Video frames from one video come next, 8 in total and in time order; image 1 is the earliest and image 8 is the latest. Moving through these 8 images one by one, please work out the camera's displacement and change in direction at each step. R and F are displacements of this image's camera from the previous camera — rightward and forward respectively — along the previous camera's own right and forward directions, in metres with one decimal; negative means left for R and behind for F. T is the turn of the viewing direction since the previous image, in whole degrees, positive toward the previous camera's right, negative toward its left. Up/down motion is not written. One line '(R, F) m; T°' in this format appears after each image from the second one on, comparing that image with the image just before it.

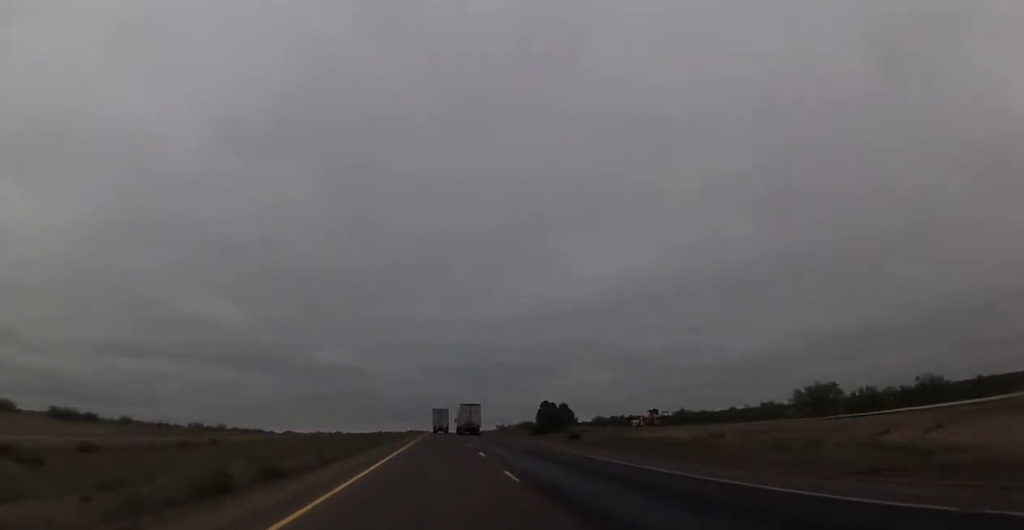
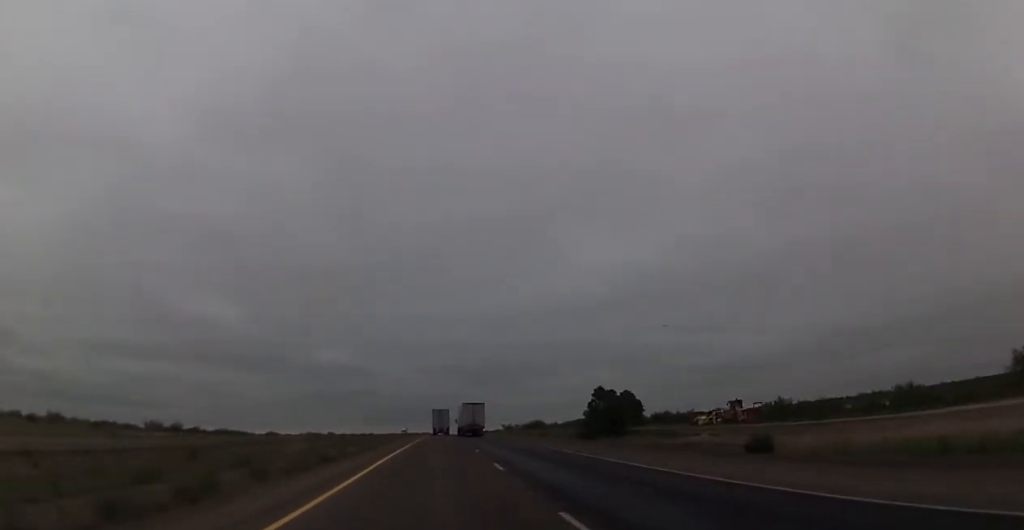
(+0.3, +33.0) m; 0°
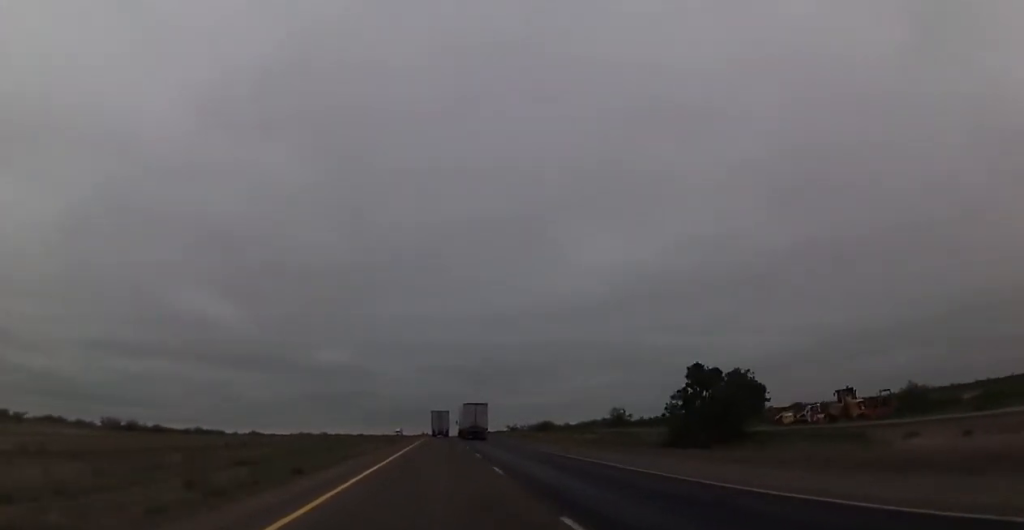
(-0.1, +24.3) m; 0°
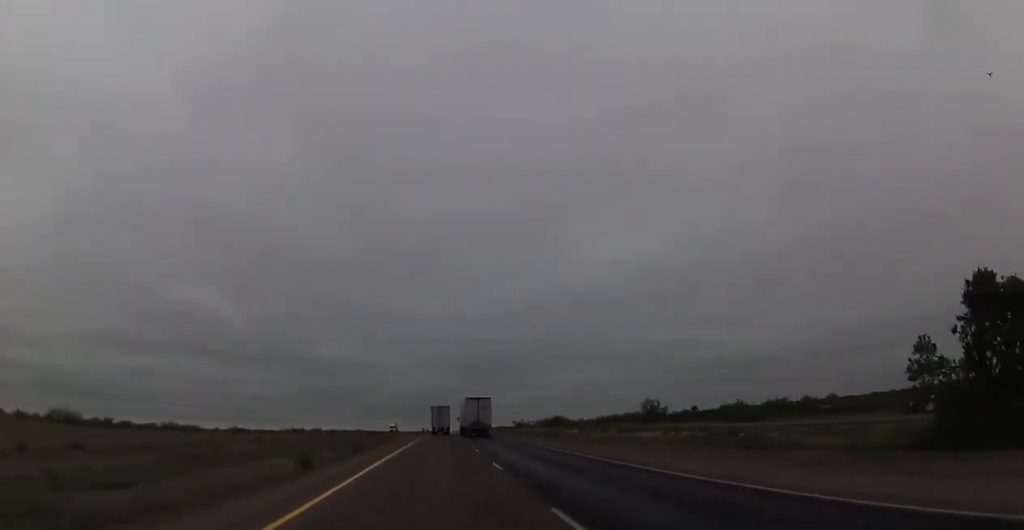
(-0.1, +23.1) m; 0°
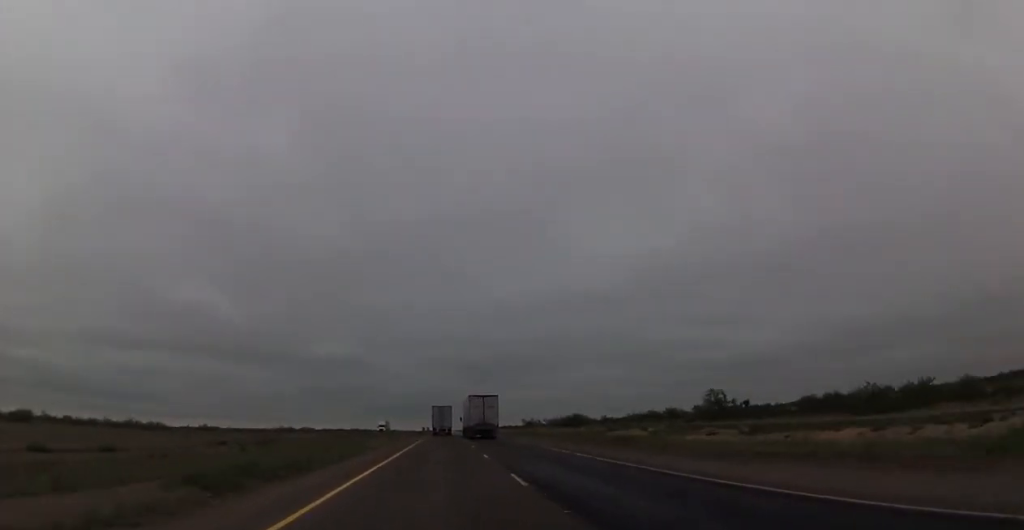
(+0.1, +29.2) m; 0°
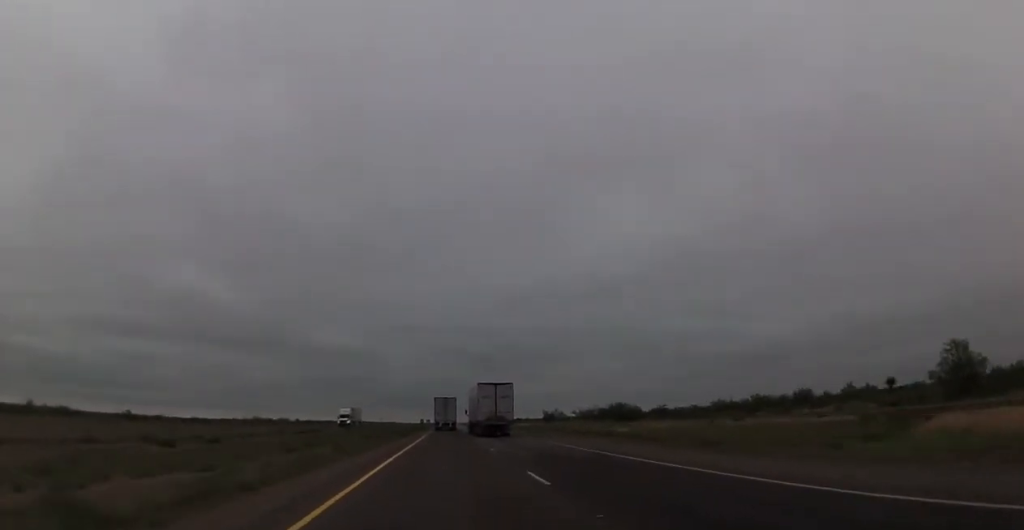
(-0.2, +49.6) m; 0°
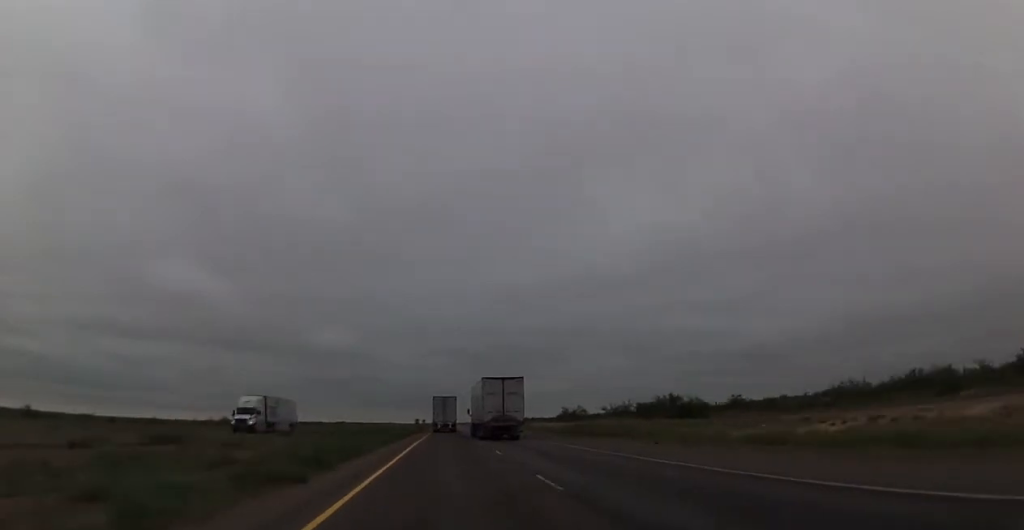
(0.0, +38.5) m; 0°
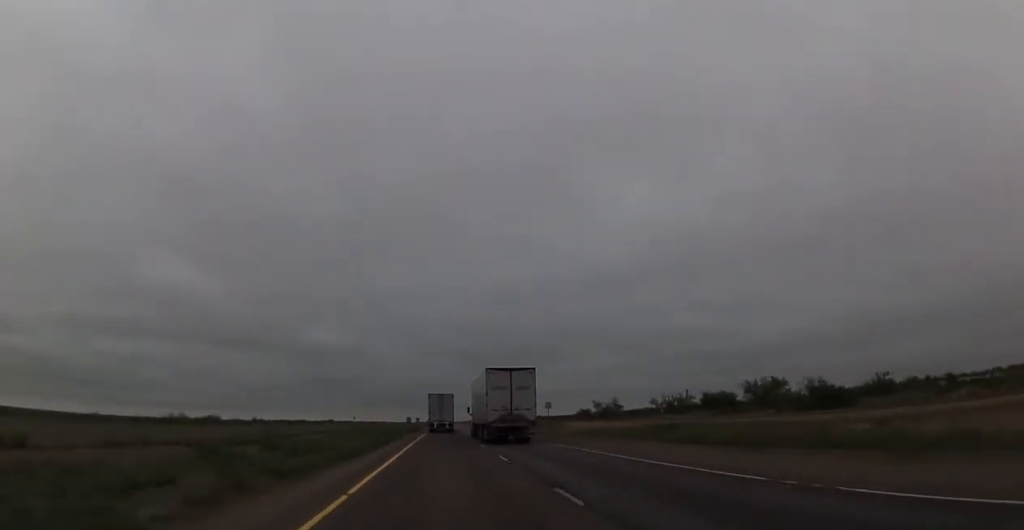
(-0.2, +39.9) m; 0°
